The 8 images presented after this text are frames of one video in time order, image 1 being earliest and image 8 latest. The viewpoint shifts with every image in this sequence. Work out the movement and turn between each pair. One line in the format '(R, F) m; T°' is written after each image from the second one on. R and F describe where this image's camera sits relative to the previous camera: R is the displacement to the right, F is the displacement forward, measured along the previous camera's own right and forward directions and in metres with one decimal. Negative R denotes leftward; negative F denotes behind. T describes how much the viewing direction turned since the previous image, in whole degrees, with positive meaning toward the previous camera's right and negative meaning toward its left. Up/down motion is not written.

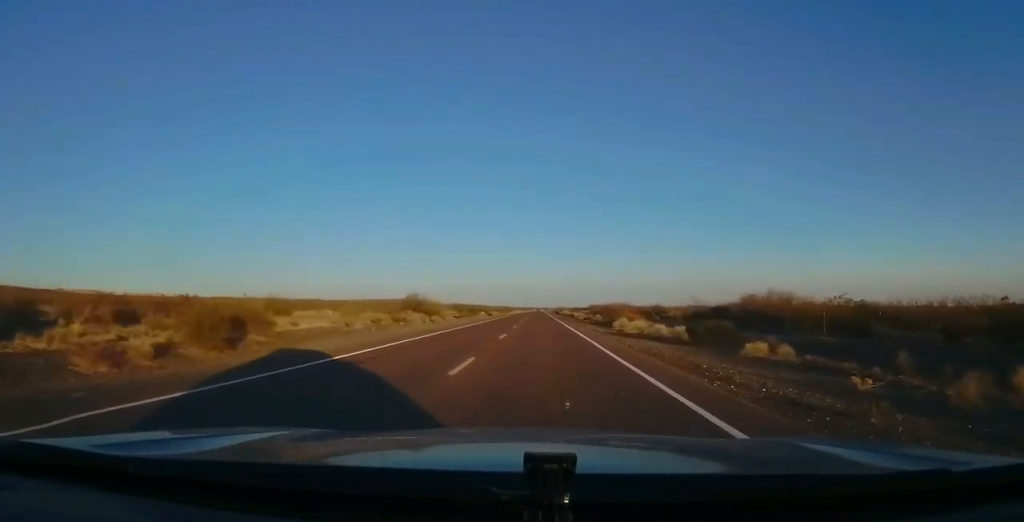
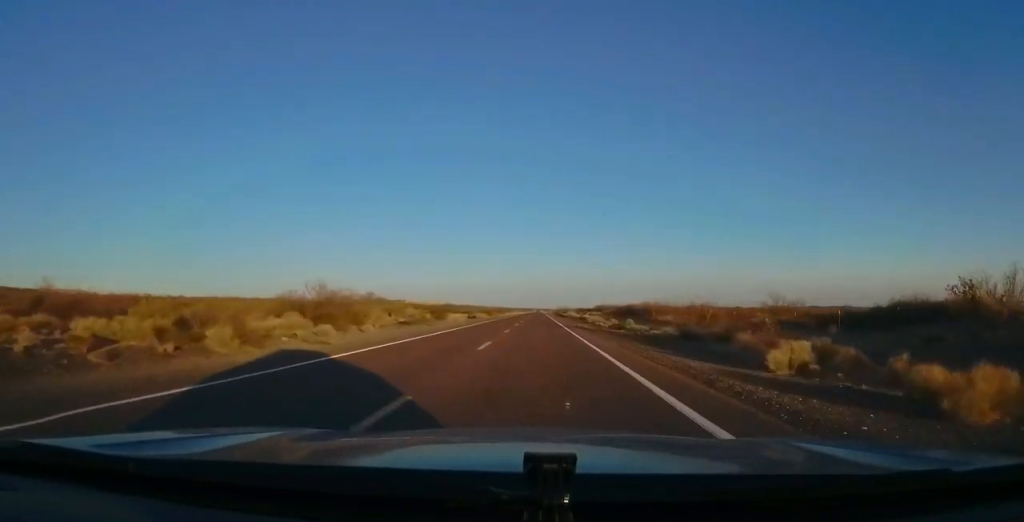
(-0.1, +30.3) m; 0°
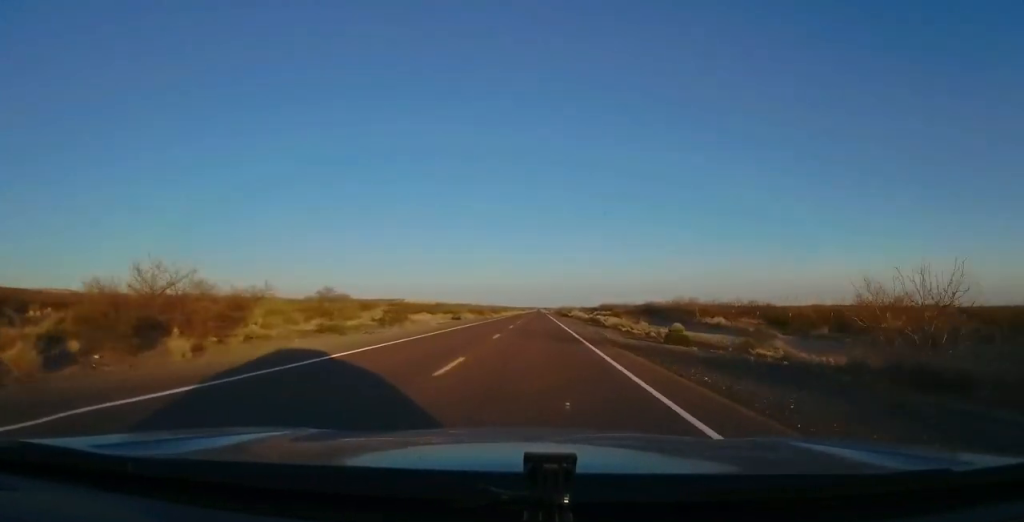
(+0.1, +18.6) m; -1°
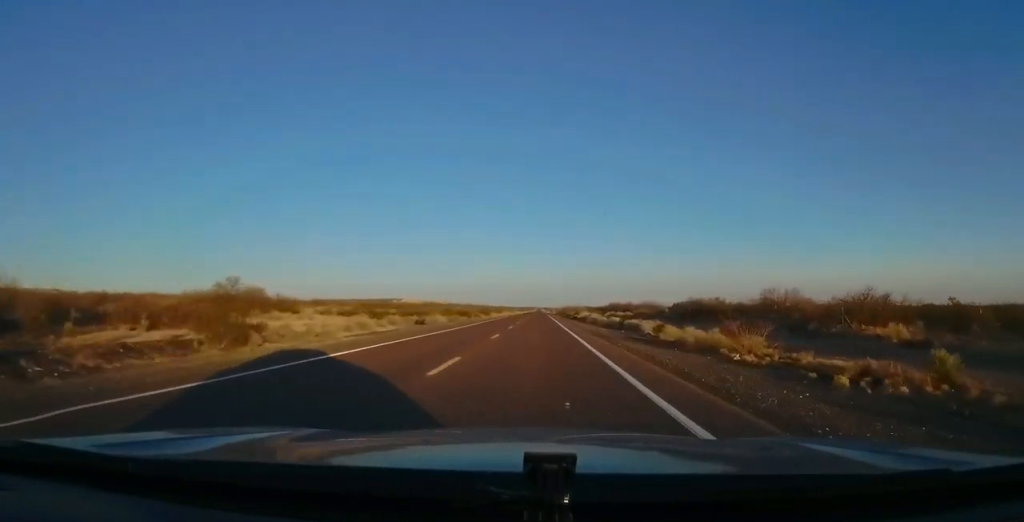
(-0.2, +24.5) m; -1°
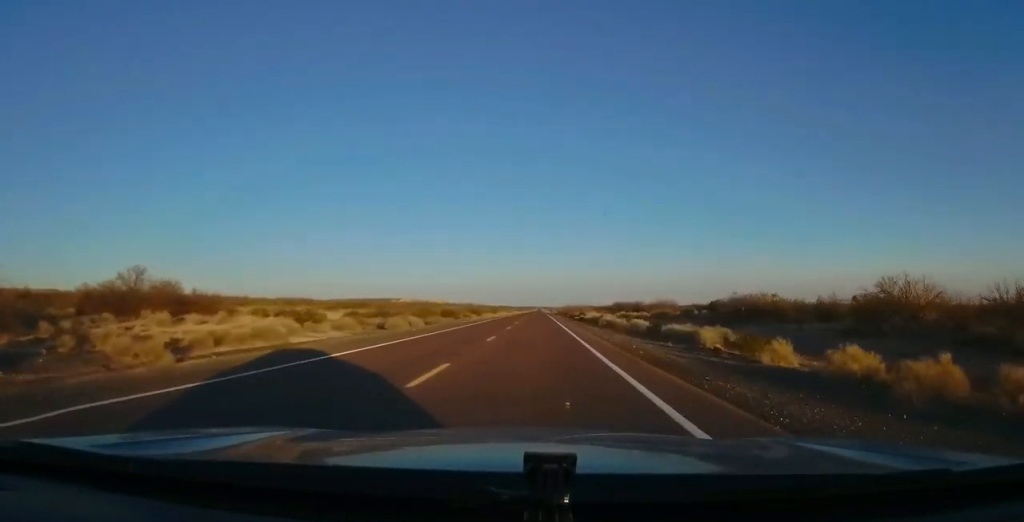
(-0.1, +13.7) m; -1°
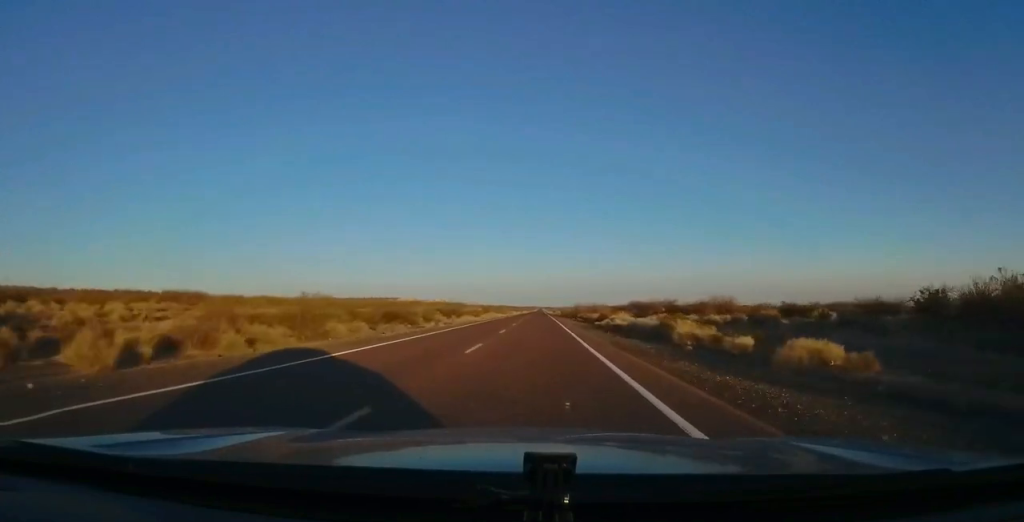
(-0.1, +29.6) m; +1°
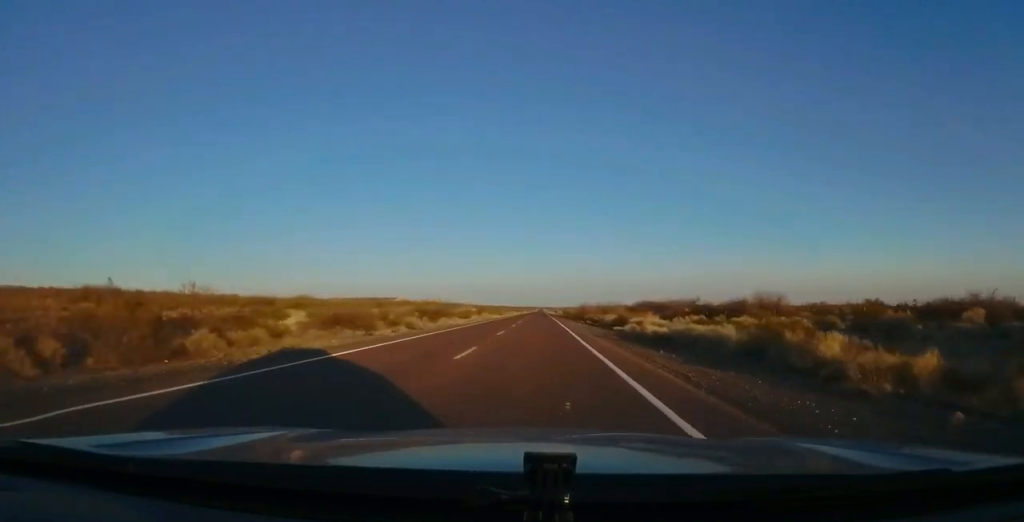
(+0.3, +13.8) m; 0°
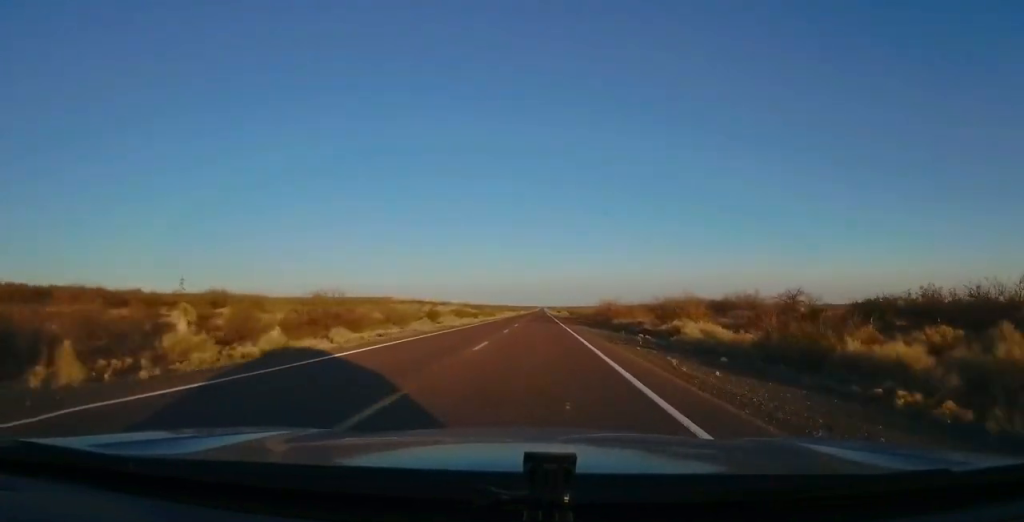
(+0.1, +33.5) m; 0°
